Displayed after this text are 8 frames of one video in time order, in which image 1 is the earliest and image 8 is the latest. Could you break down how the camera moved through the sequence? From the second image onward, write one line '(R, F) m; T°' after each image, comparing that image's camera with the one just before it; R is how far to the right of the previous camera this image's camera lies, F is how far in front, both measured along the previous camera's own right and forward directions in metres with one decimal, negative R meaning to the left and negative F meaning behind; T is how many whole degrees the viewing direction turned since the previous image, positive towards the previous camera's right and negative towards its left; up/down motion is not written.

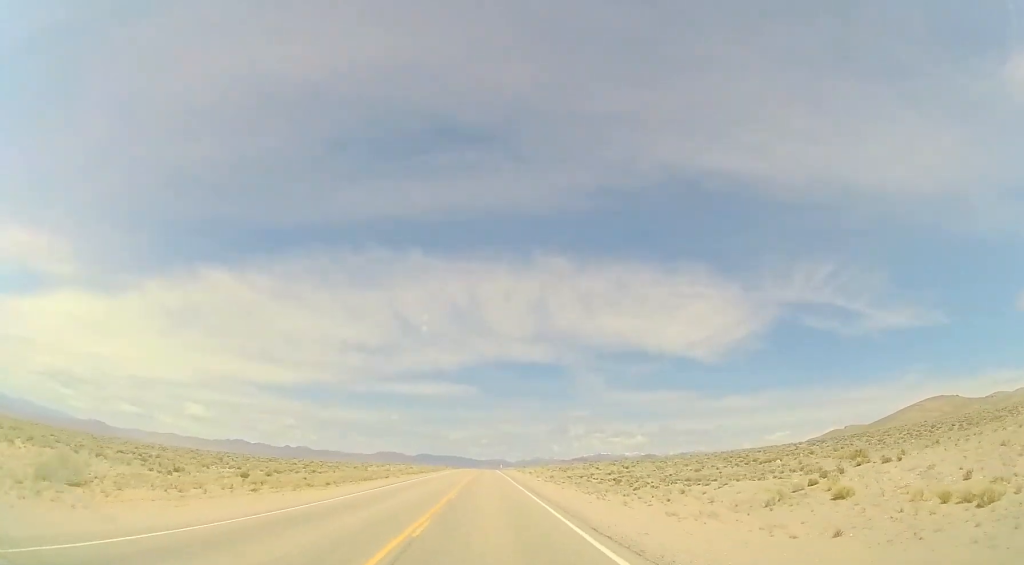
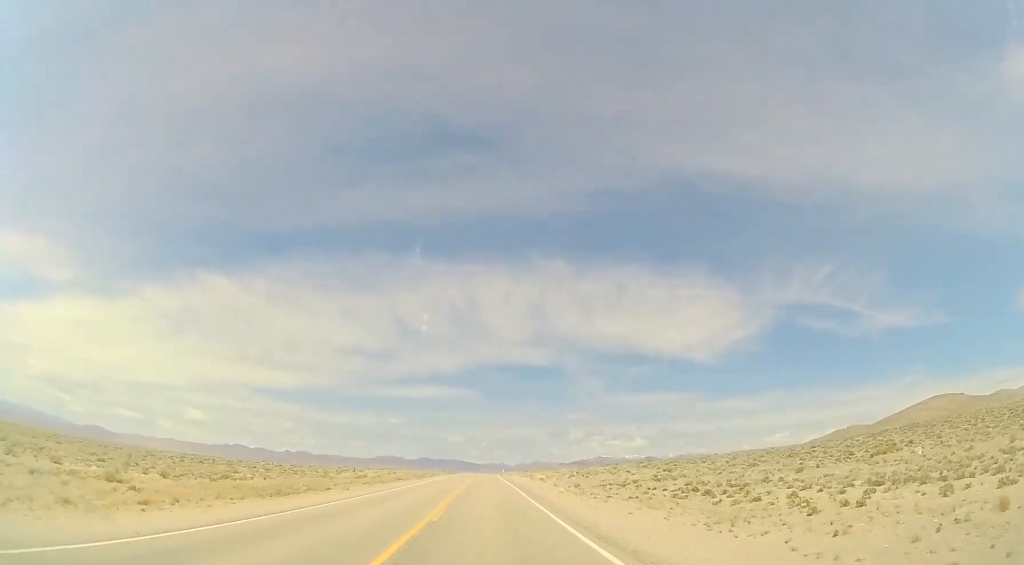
(-0.5, +20.5) m; -1°
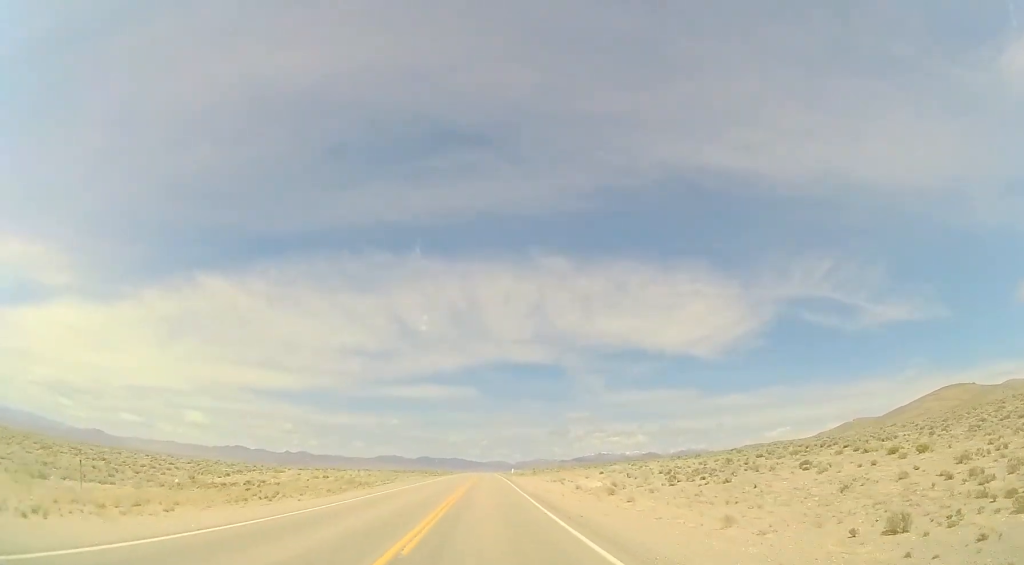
(0.0, +41.4) m; +1°
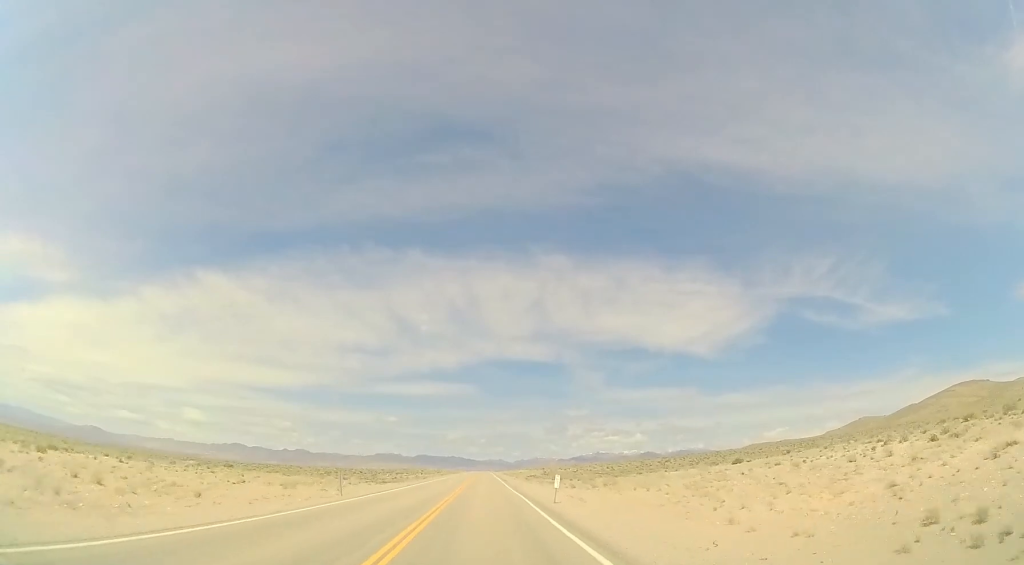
(-0.3, +52.5) m; 0°
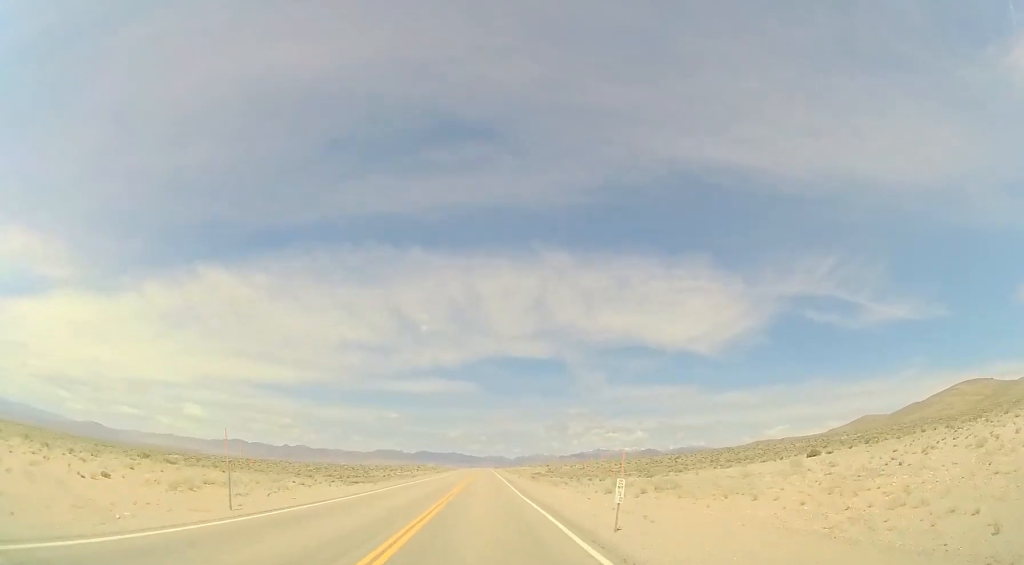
(+0.4, +12.5) m; 0°
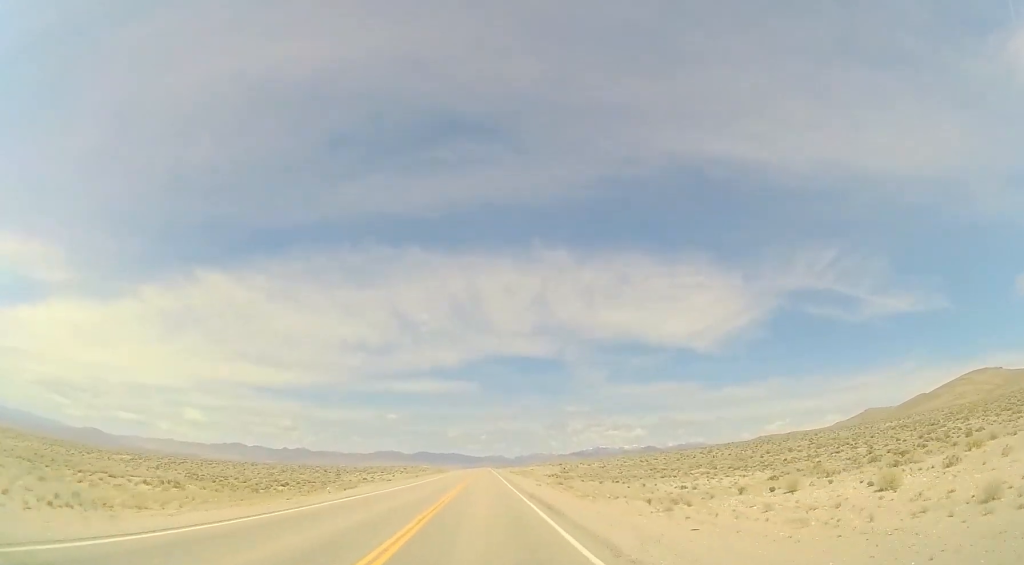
(+0.1, +32.8) m; 0°
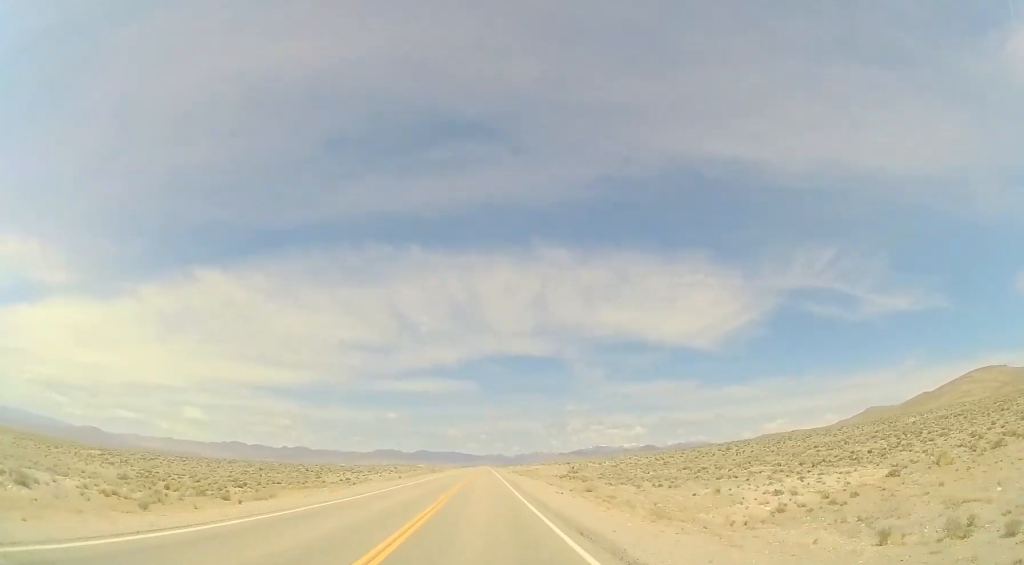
(-0.1, +15.4) m; -1°
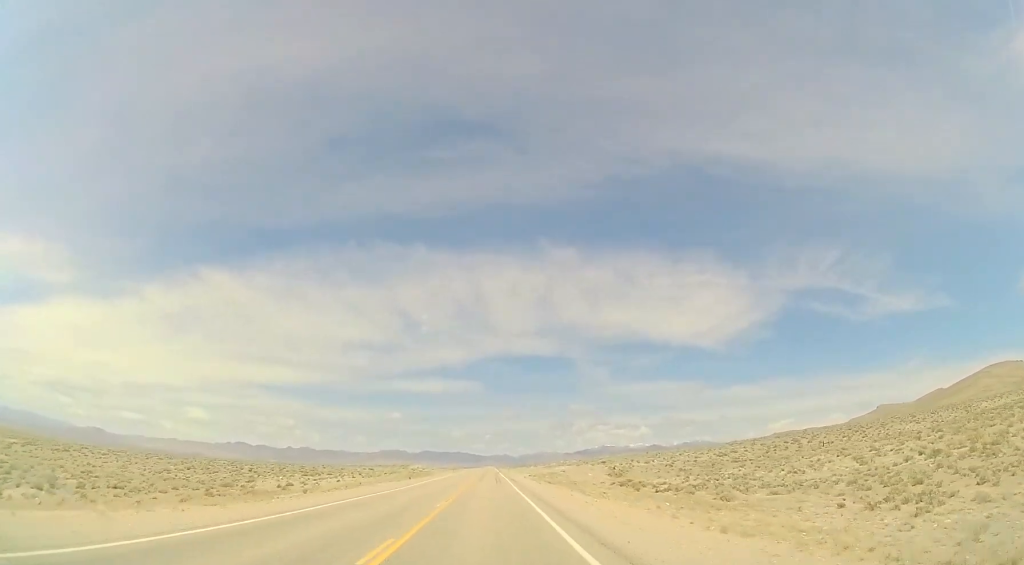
(-0.3, +37.9) m; -1°
